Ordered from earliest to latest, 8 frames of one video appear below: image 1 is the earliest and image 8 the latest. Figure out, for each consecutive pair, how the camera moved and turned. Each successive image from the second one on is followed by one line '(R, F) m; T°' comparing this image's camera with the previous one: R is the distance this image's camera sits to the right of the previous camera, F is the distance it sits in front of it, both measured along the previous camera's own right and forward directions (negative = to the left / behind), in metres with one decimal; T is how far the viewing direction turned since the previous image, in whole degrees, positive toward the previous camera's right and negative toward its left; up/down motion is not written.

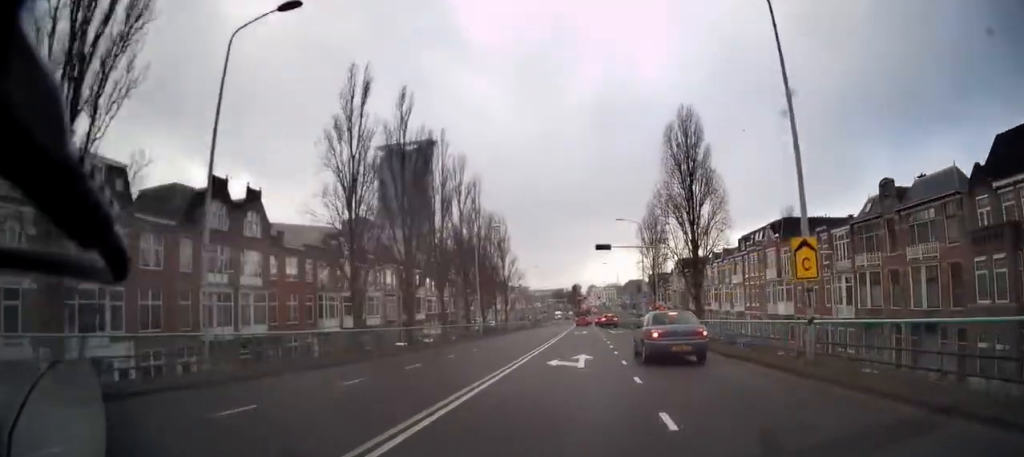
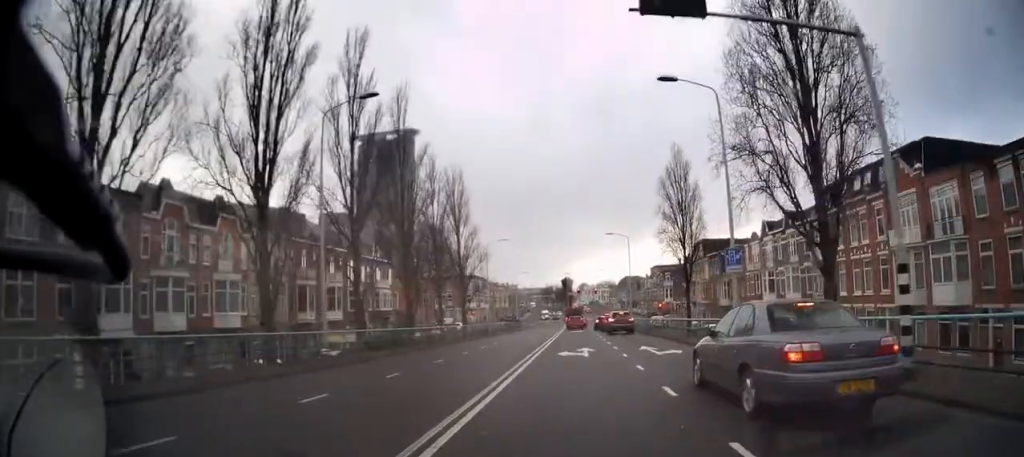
(+0.1, +26.2) m; +1°
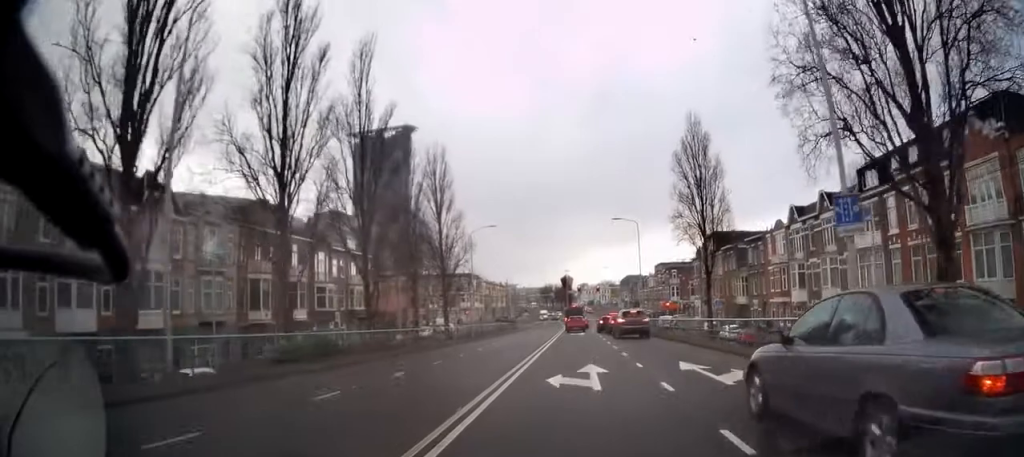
(0.0, +8.0) m; +1°
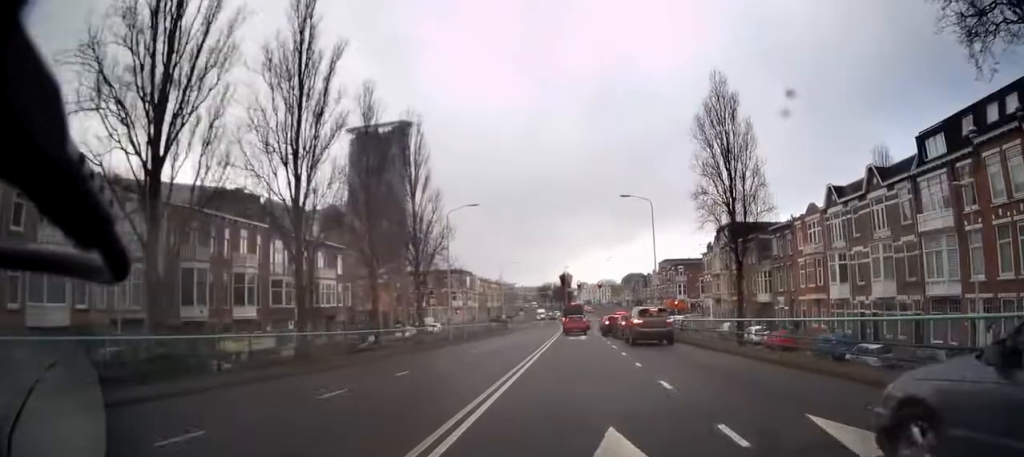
(0.0, +8.8) m; +1°
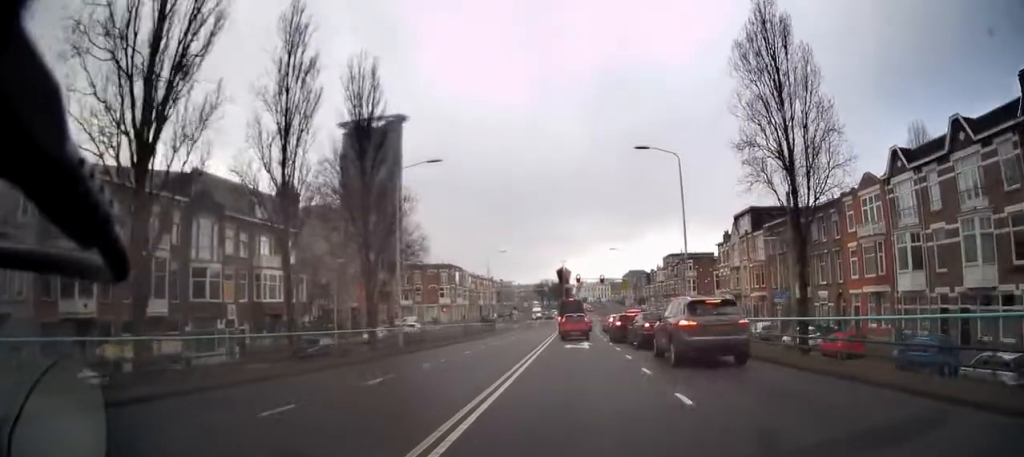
(+0.1, +11.1) m; 0°
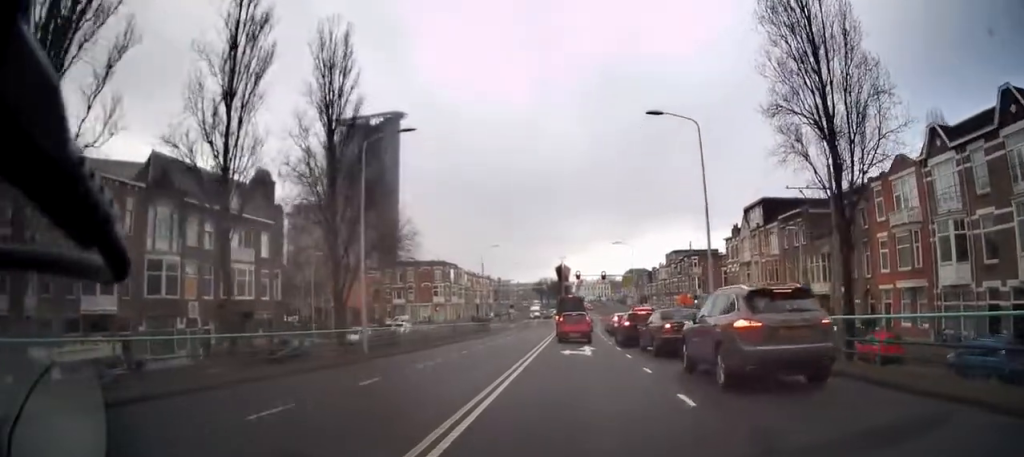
(0.0, +5.2) m; 0°
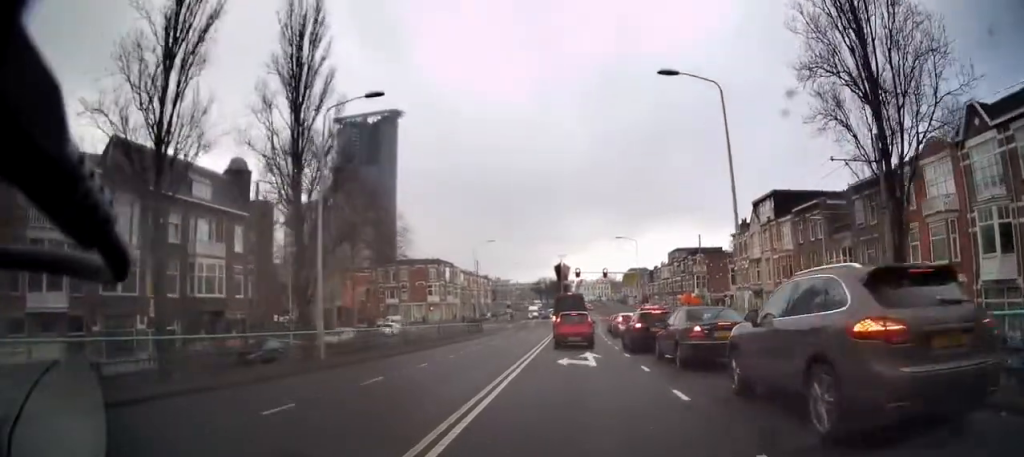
(0.0, +4.7) m; 0°
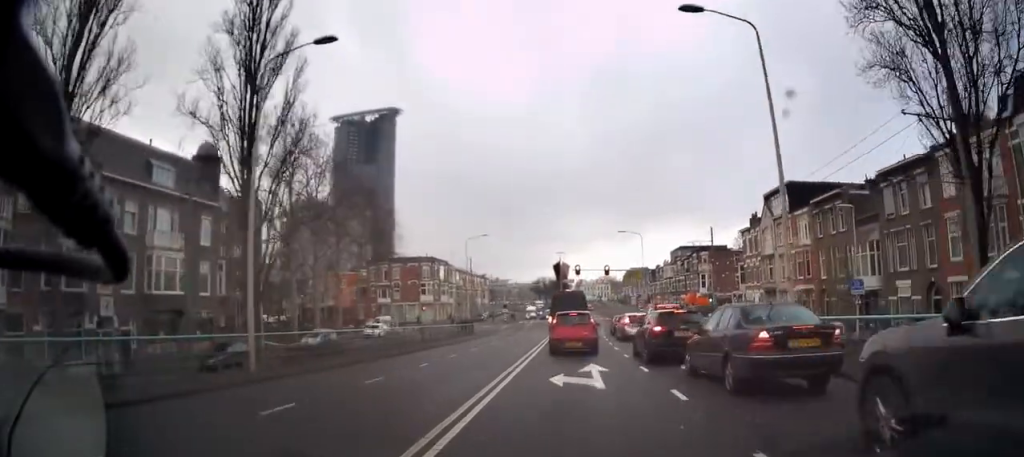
(+0.1, +4.9) m; 0°
